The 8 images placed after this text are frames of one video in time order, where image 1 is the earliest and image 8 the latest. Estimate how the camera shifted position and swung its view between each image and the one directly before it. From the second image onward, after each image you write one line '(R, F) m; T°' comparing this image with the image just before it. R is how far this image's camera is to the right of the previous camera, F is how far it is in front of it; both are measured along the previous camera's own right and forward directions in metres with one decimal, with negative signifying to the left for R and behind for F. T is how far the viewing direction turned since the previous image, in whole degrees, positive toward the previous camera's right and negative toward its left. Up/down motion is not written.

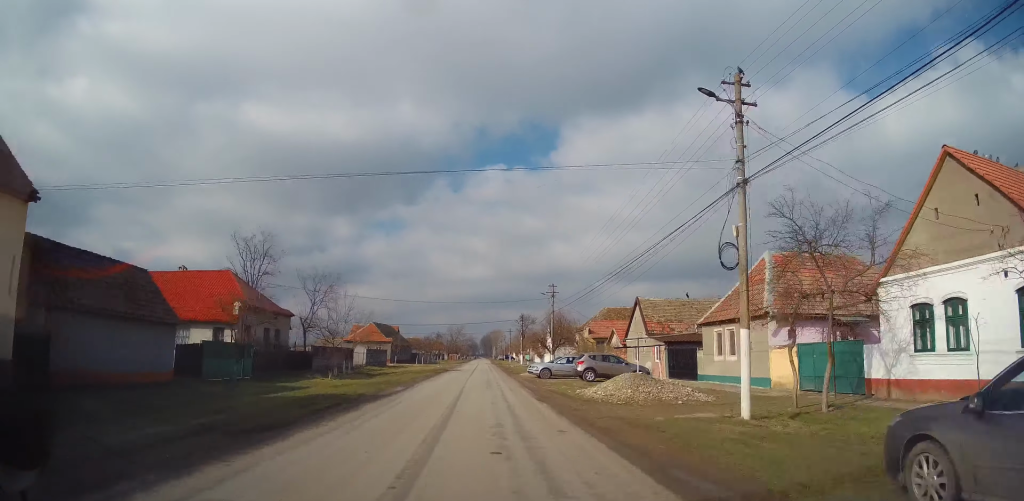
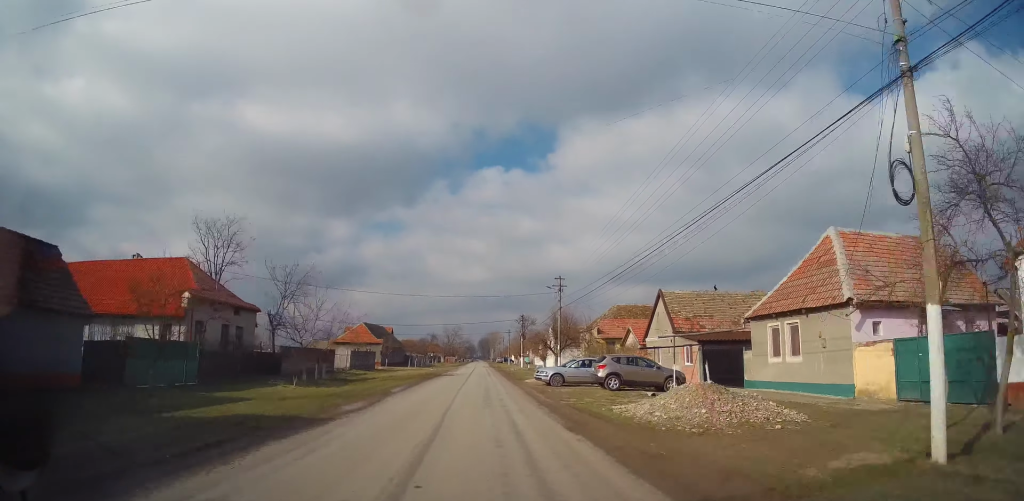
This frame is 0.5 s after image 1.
(+0.1, +5.9) m; 0°
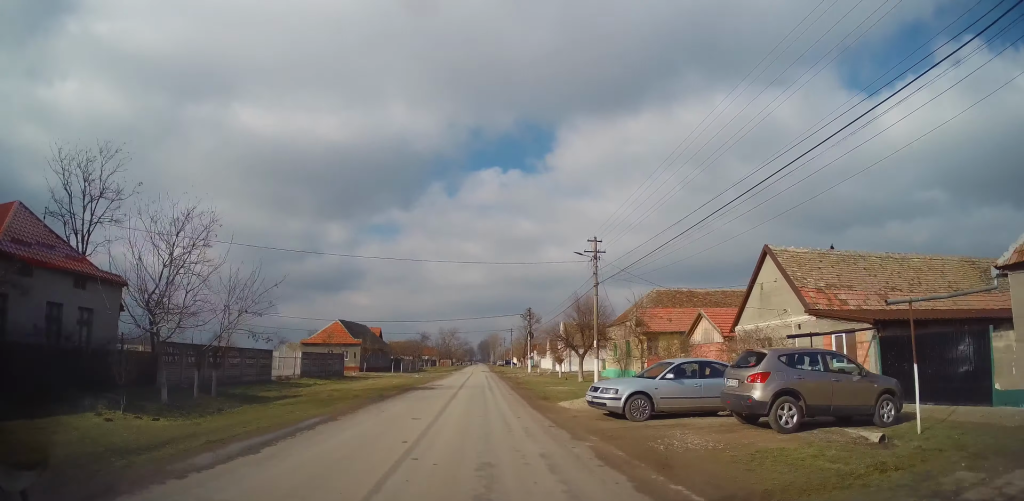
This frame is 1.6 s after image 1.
(-0.3, +14.0) m; -1°
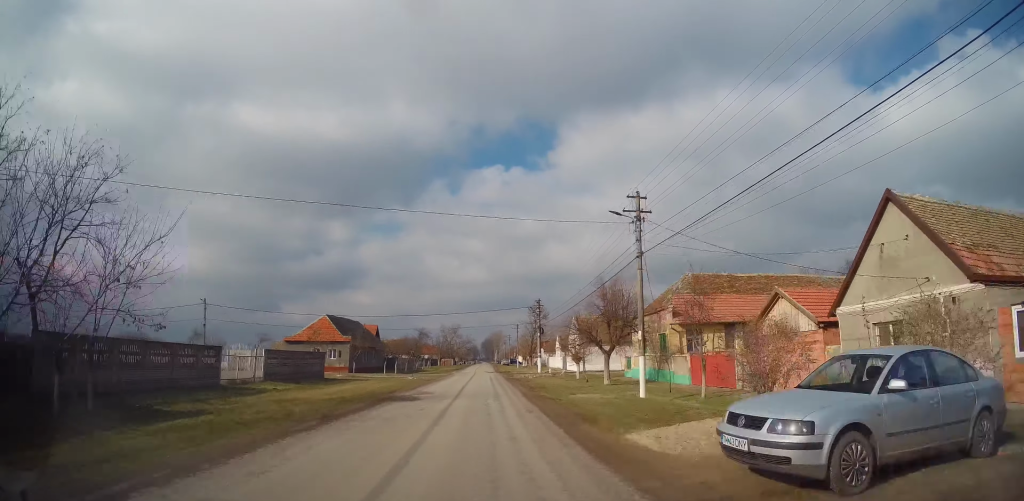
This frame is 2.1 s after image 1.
(0.0, +7.4) m; +1°
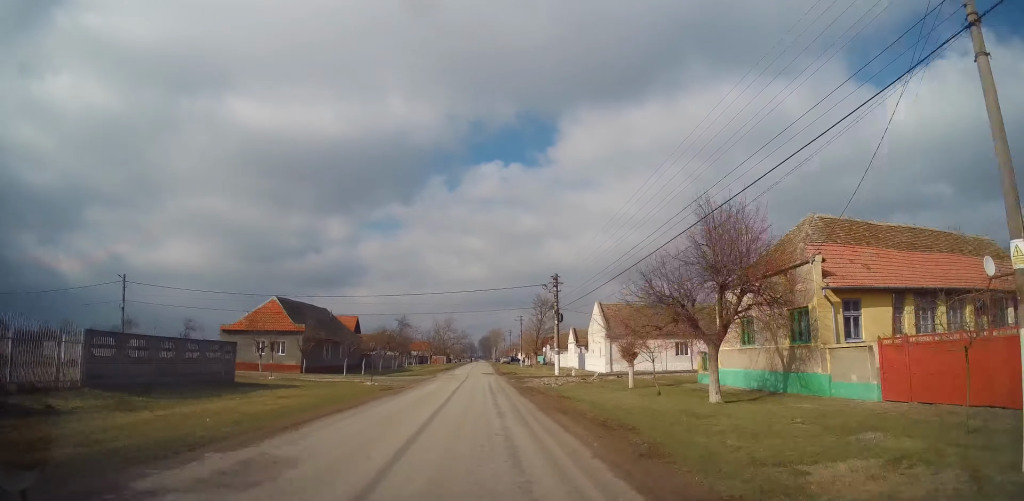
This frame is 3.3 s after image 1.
(+0.2, +15.6) m; 0°
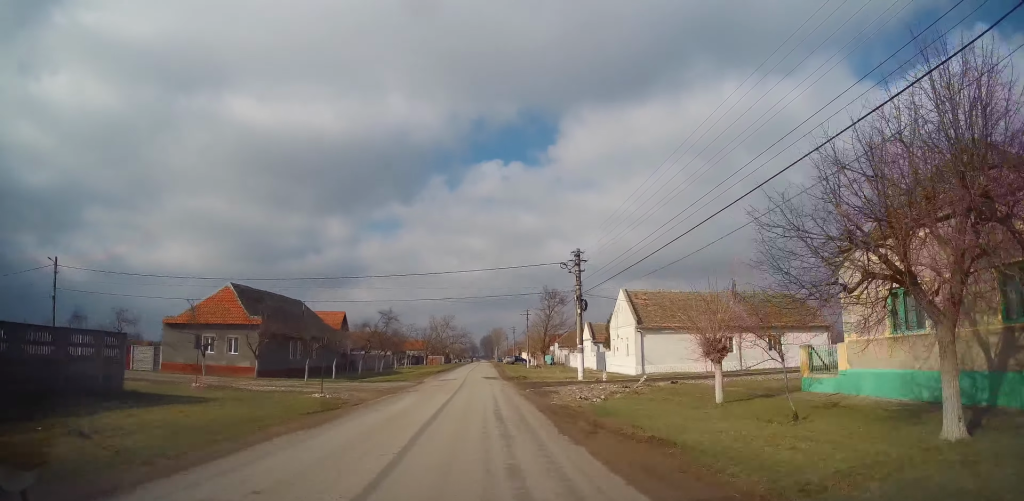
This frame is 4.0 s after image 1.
(-0.1, +9.7) m; -1°
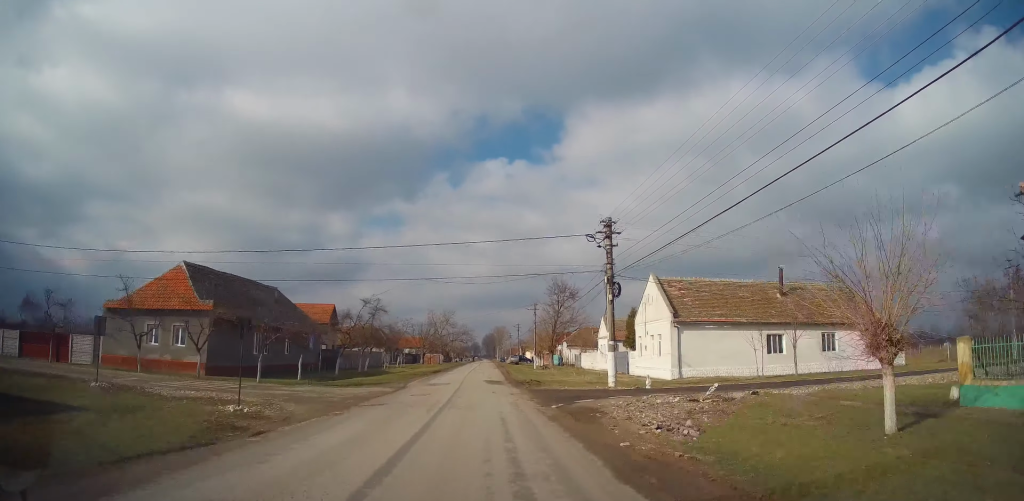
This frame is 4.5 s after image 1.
(-0.1, +7.5) m; 0°
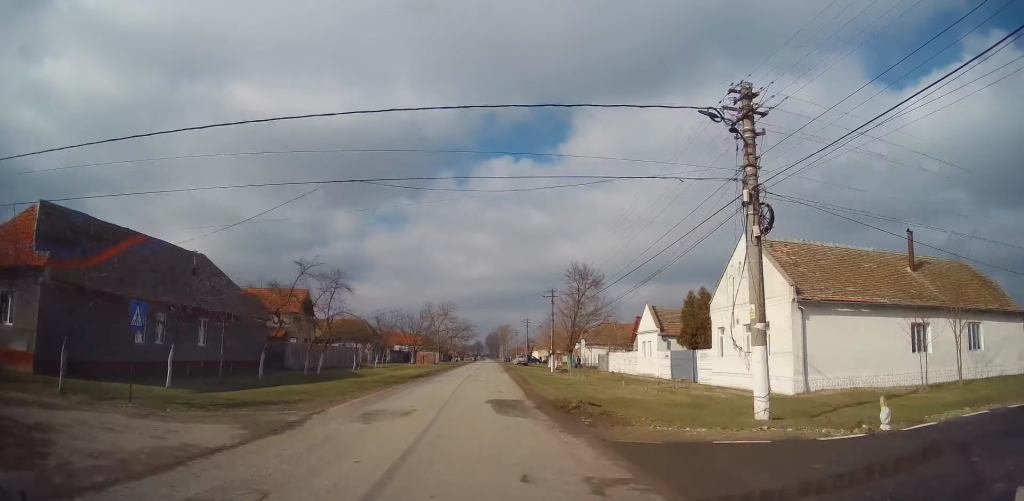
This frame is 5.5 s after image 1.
(0.0, +13.5) m; +1°
